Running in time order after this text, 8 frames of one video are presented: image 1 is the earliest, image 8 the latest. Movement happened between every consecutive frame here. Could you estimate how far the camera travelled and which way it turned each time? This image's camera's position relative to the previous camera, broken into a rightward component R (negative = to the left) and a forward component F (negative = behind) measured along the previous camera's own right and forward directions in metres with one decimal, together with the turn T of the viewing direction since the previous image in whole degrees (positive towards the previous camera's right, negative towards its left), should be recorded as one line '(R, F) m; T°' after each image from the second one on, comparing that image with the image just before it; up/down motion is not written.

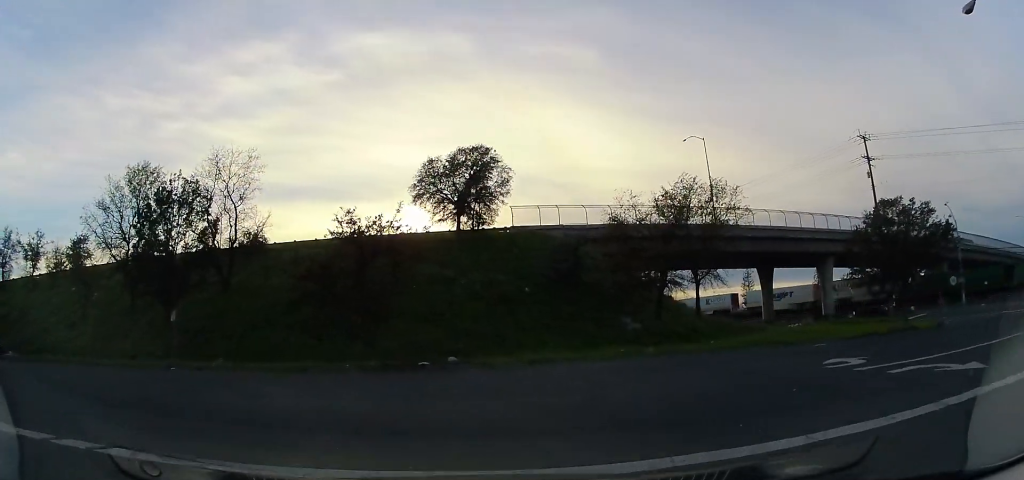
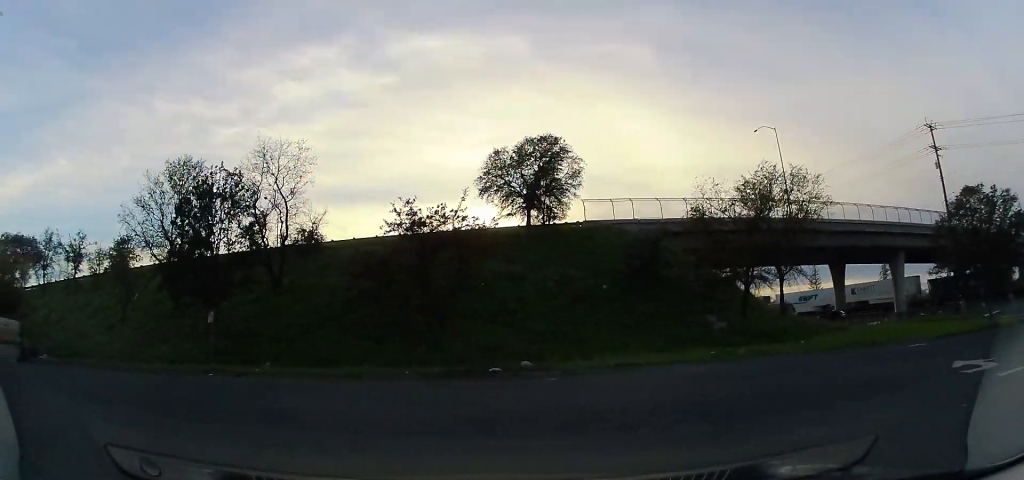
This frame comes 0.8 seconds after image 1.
(0.0, +2.2) m; -9°
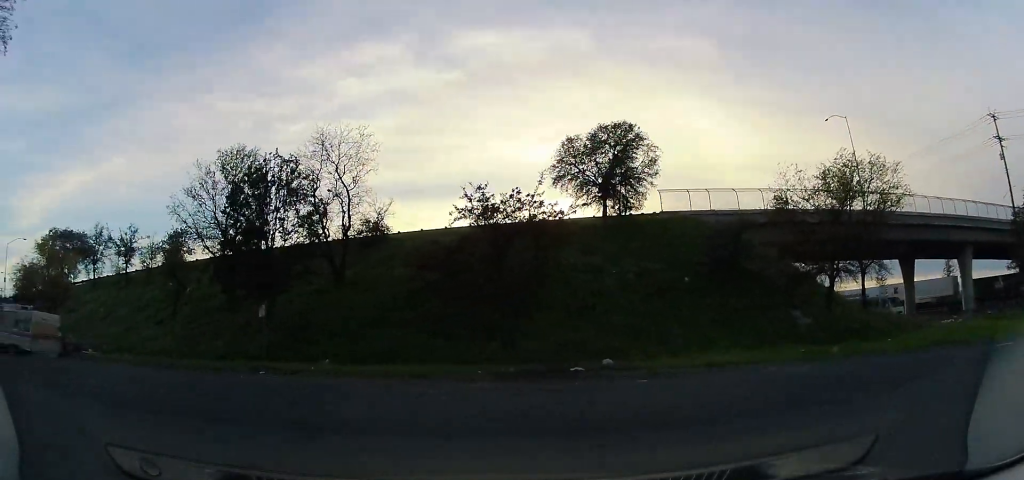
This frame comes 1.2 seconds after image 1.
(+0.1, +1.1) m; -8°
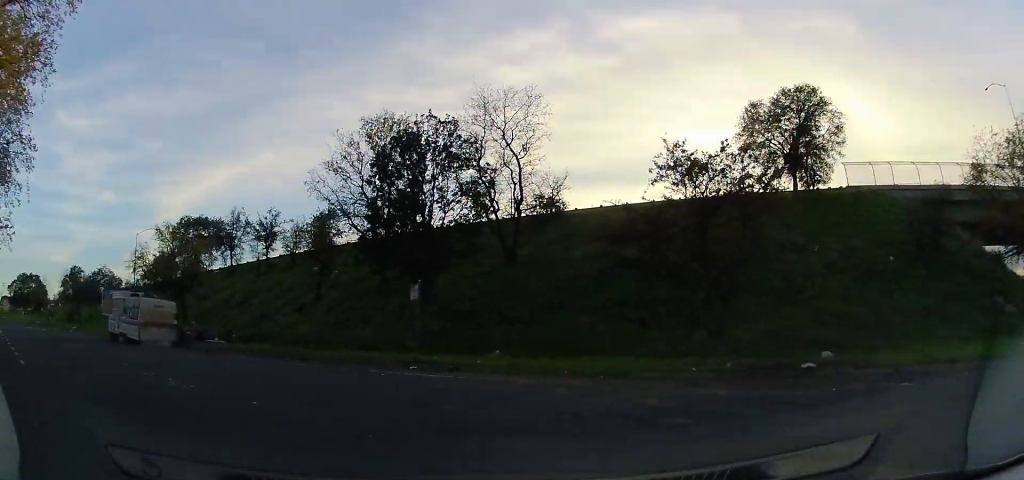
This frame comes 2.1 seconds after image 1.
(-0.5, +2.9) m; -20°
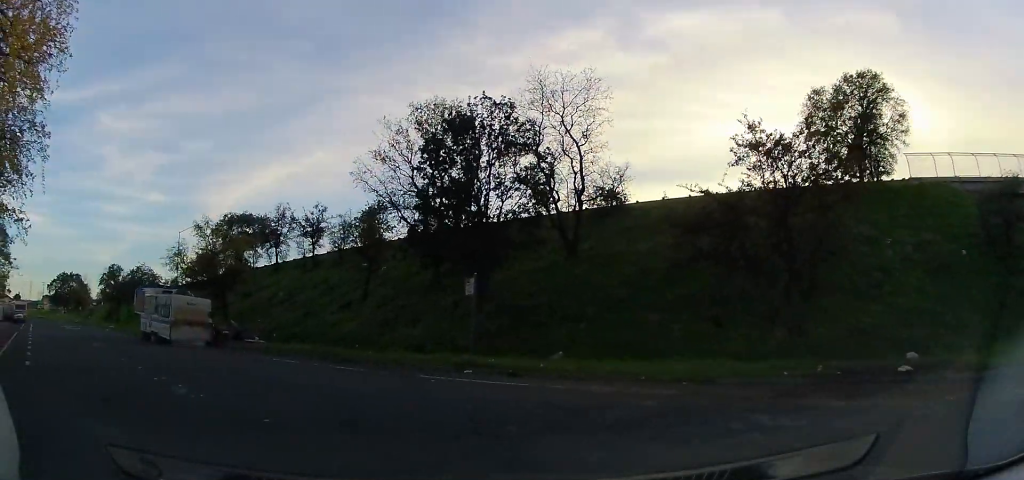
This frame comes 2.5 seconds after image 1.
(-0.1, +1.6) m; -7°
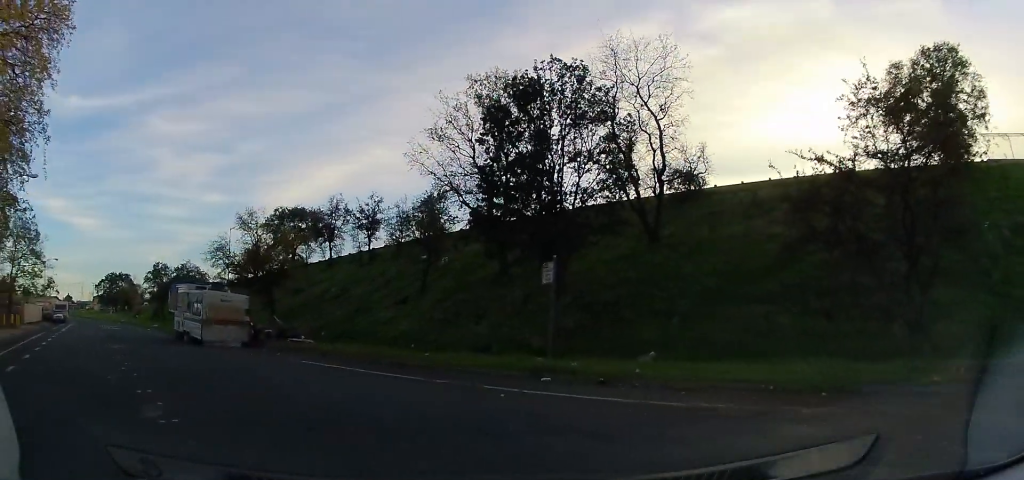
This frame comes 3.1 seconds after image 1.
(-0.4, +2.8) m; -7°
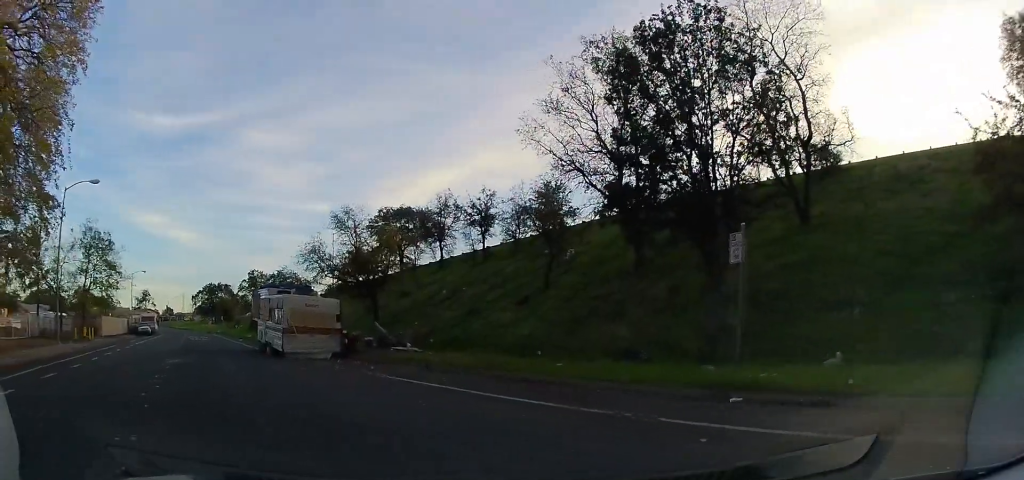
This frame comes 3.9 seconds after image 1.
(-0.1, +3.6) m; -10°
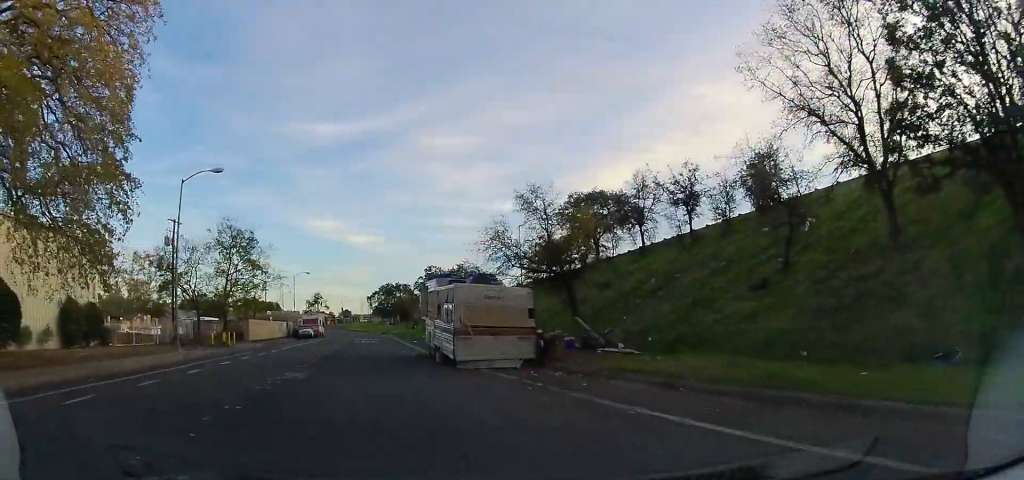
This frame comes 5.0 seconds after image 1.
(-0.8, +5.1) m; -20°
